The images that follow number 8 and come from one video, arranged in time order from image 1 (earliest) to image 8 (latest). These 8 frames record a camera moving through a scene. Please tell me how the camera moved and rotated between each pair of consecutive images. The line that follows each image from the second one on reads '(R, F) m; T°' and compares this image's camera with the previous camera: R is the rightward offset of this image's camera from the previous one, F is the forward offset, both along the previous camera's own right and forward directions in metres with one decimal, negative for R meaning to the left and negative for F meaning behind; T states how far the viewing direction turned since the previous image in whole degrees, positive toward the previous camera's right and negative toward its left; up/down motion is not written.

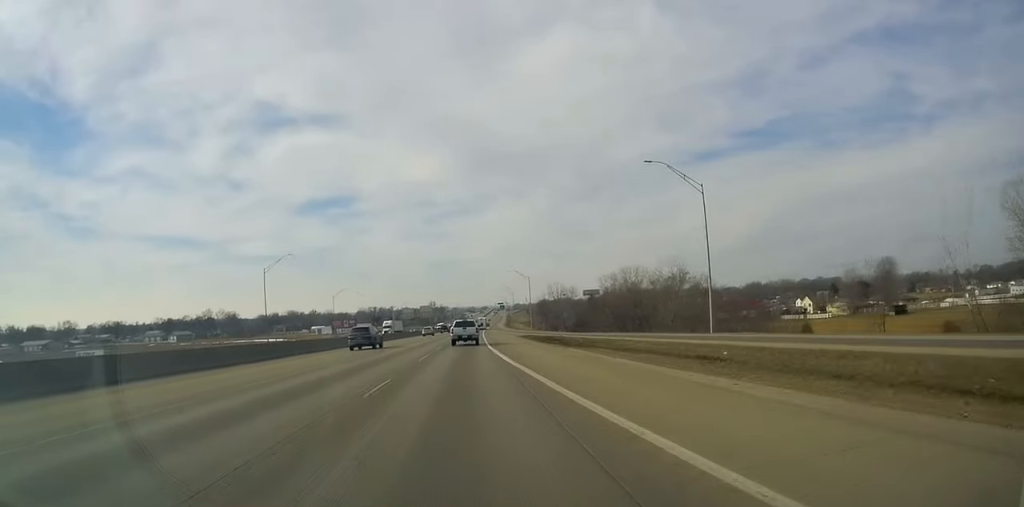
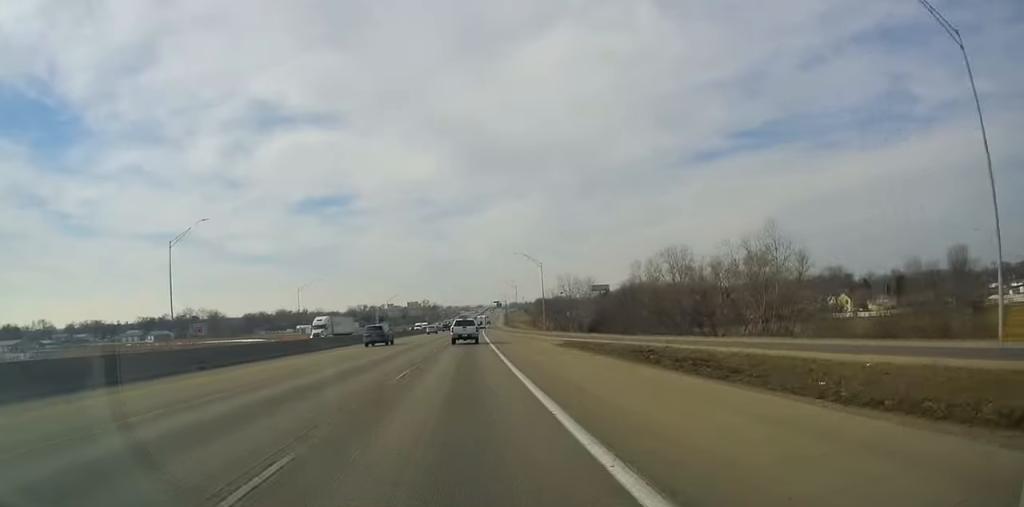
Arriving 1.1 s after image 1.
(0.0, +33.2) m; 0°
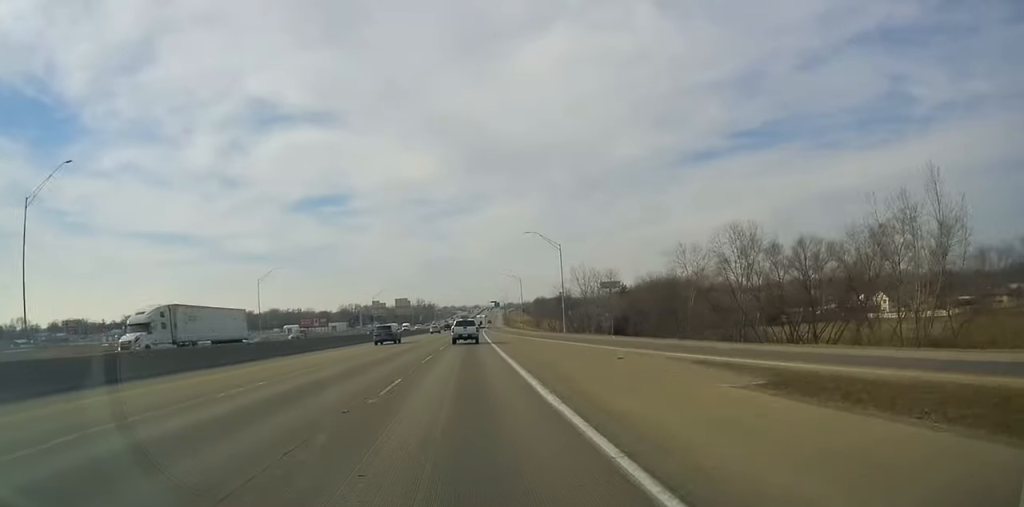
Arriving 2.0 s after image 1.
(0.0, +27.1) m; 0°
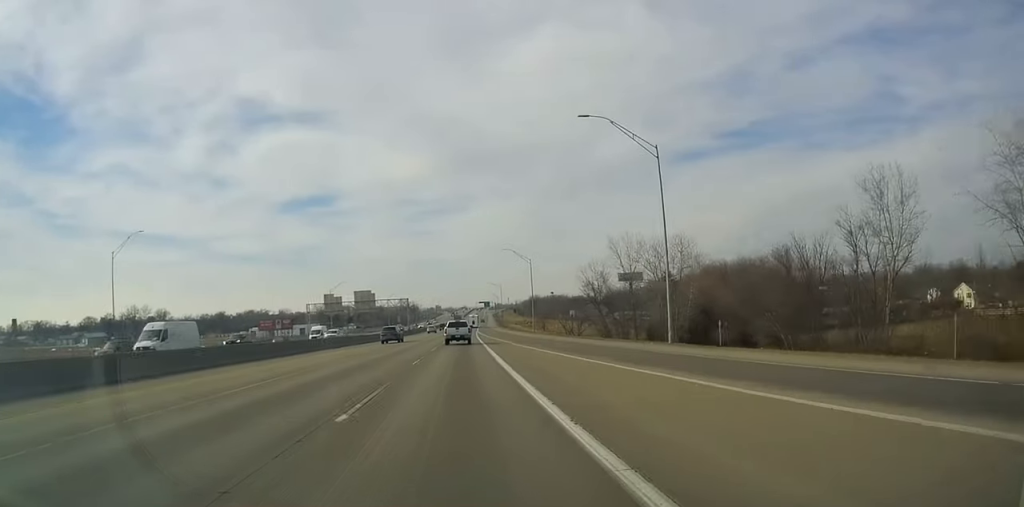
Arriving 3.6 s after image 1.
(0.0, +51.7) m; +1°
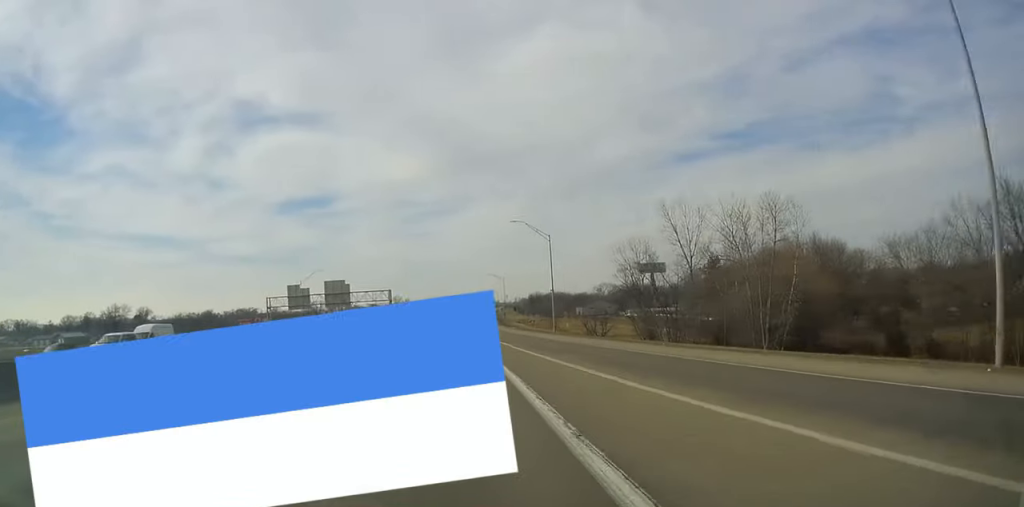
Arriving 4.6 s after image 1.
(+0.4, +27.8) m; +1°
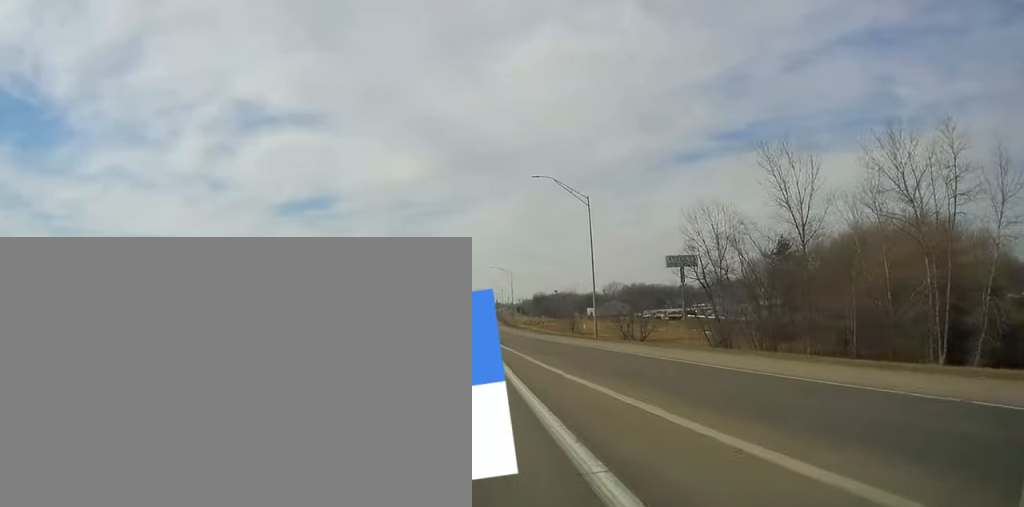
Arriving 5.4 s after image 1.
(+0.1, +25.5) m; 0°
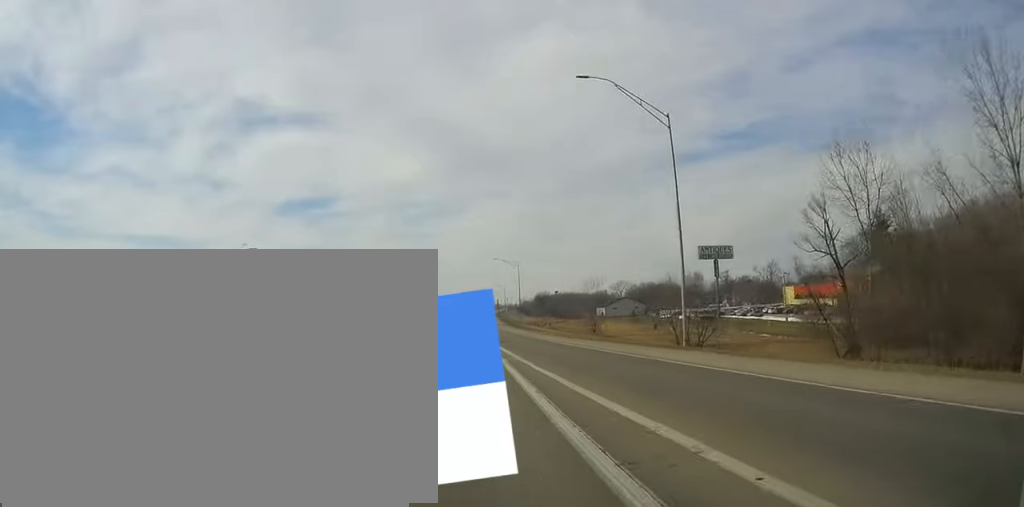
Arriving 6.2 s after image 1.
(0.0, +23.2) m; 0°
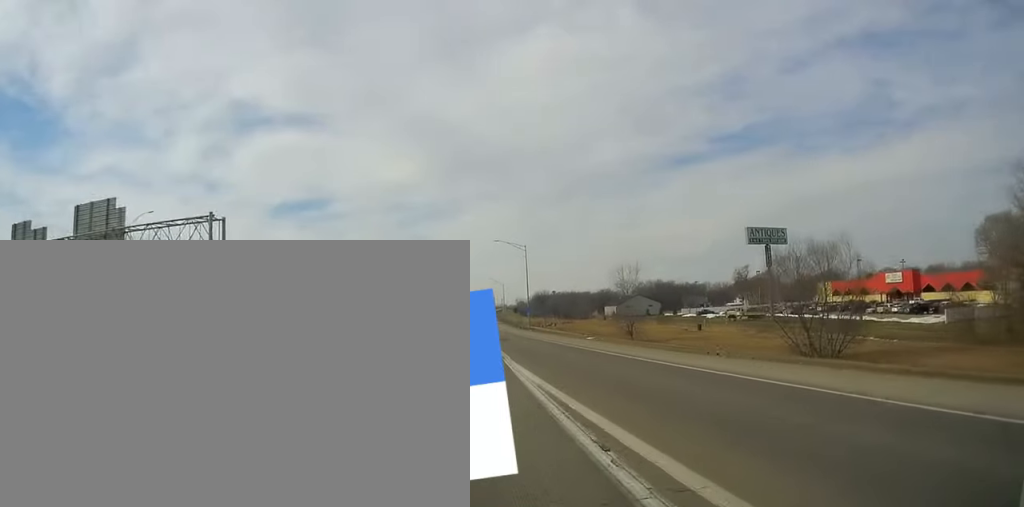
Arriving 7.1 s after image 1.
(0.0, +28.1) m; 0°
